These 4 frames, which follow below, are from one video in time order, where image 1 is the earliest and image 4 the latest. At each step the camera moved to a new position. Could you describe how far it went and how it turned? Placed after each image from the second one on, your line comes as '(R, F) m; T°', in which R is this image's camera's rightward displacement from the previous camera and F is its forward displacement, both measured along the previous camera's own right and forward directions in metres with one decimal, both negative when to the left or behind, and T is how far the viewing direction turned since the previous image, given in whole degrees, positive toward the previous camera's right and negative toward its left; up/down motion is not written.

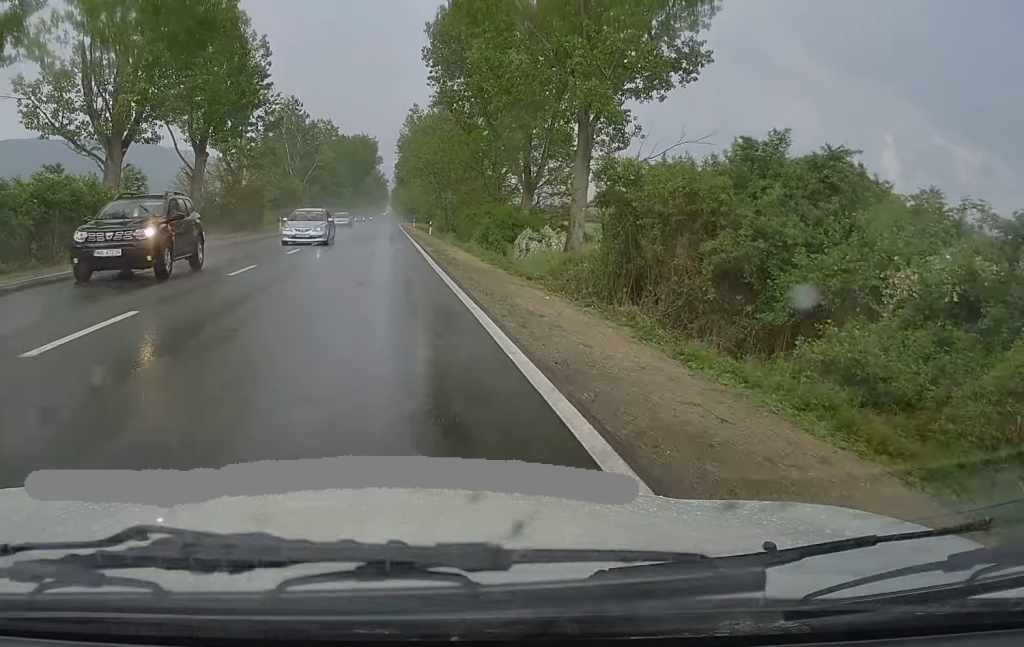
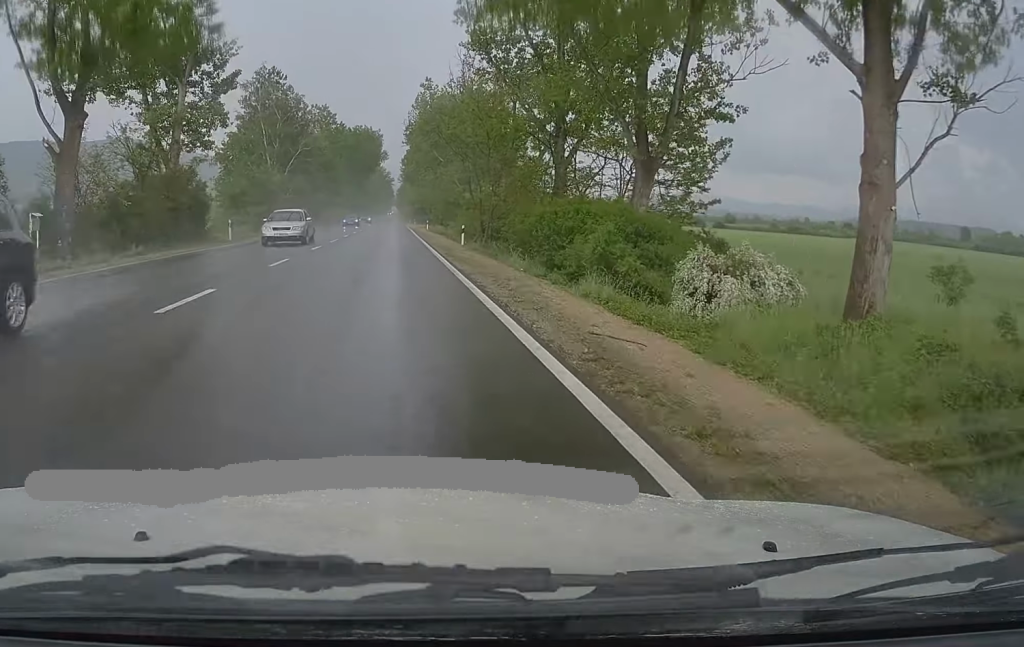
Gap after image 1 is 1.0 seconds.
(-0.4, +23.6) m; -1°
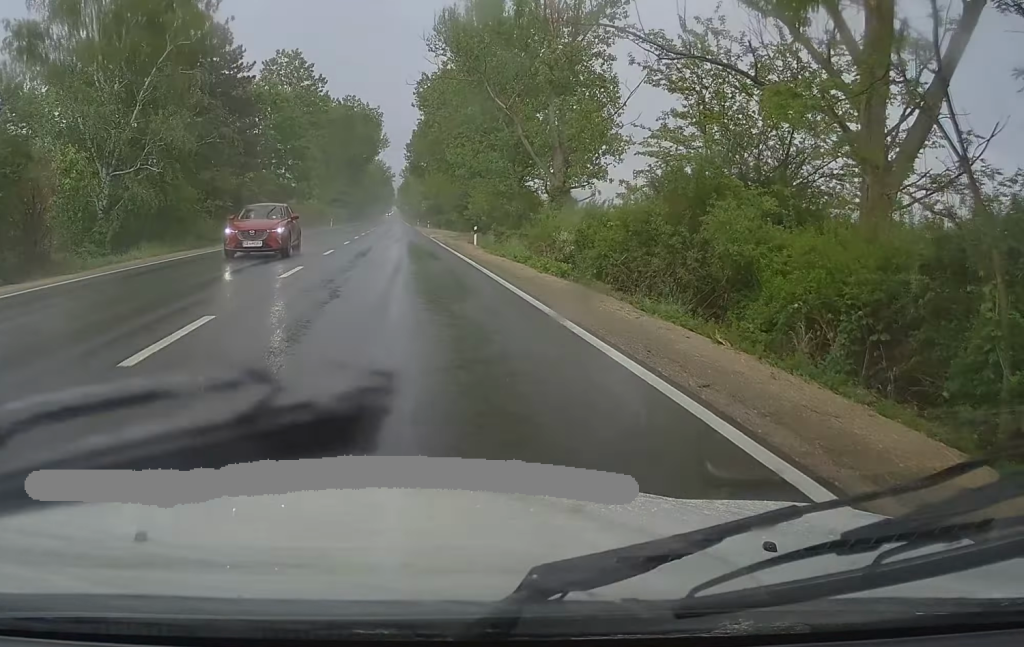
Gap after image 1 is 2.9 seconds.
(+0.4, +47.9) m; +1°
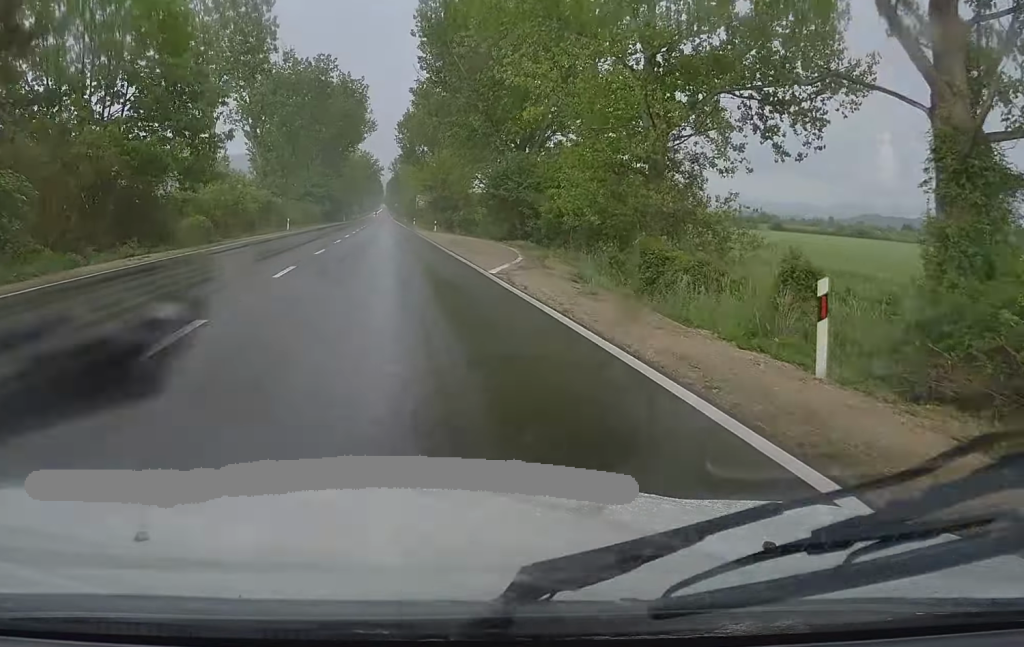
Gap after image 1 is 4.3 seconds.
(+0.1, +36.2) m; 0°
